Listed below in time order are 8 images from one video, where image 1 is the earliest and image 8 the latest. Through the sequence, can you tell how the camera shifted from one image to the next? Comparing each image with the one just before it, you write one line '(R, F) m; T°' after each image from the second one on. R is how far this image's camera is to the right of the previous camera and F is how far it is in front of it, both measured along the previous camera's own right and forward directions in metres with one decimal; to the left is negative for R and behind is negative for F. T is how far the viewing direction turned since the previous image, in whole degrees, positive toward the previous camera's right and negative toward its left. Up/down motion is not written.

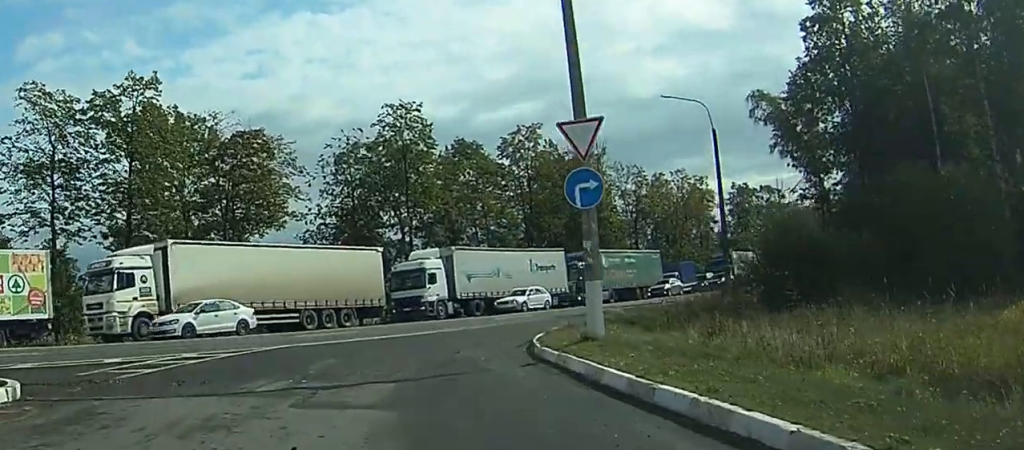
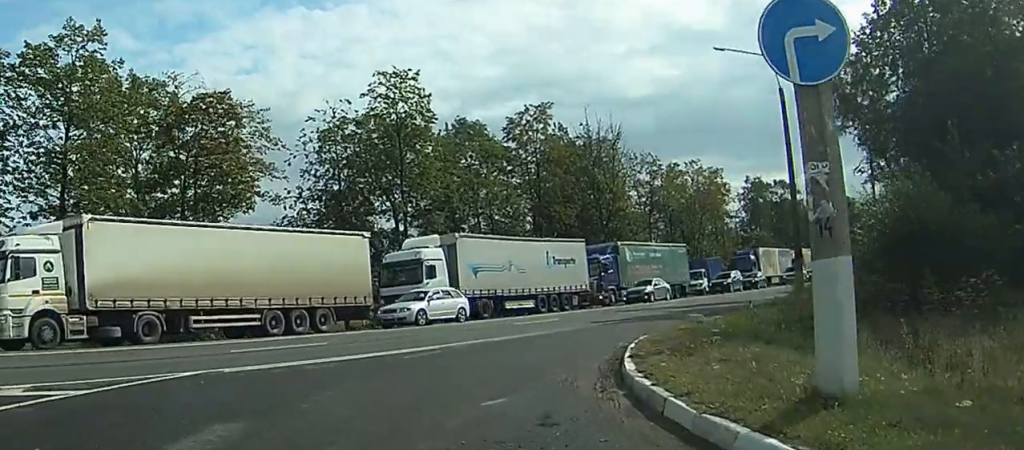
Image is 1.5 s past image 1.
(+0.4, +12.3) m; +2°
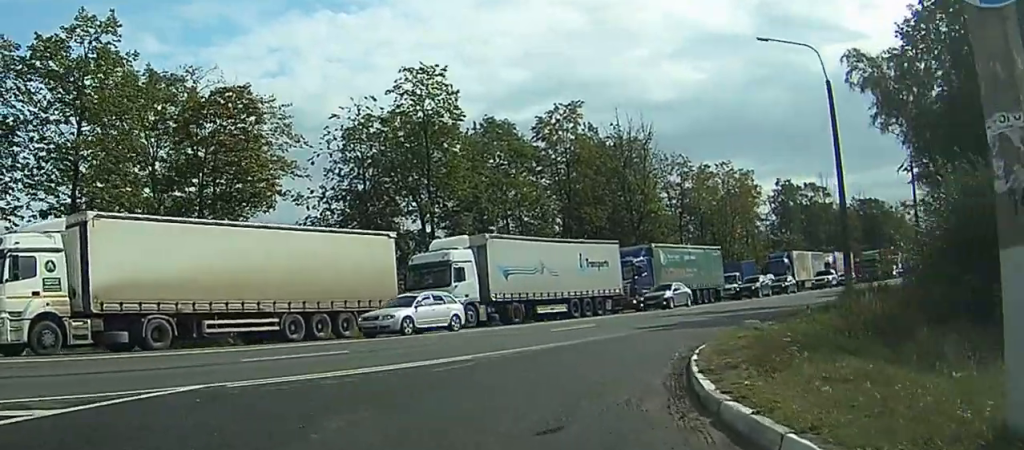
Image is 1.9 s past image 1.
(0.0, +2.7) m; 0°
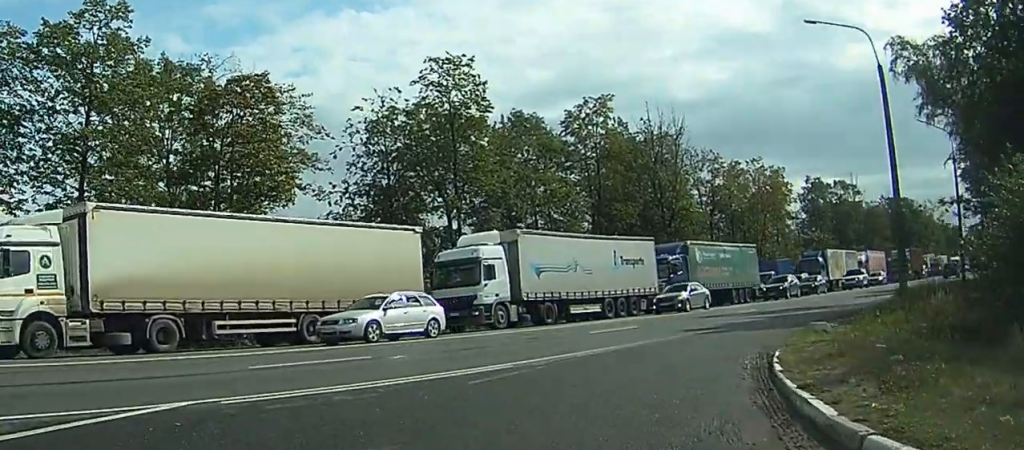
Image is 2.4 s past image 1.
(0.0, +2.9) m; 0°
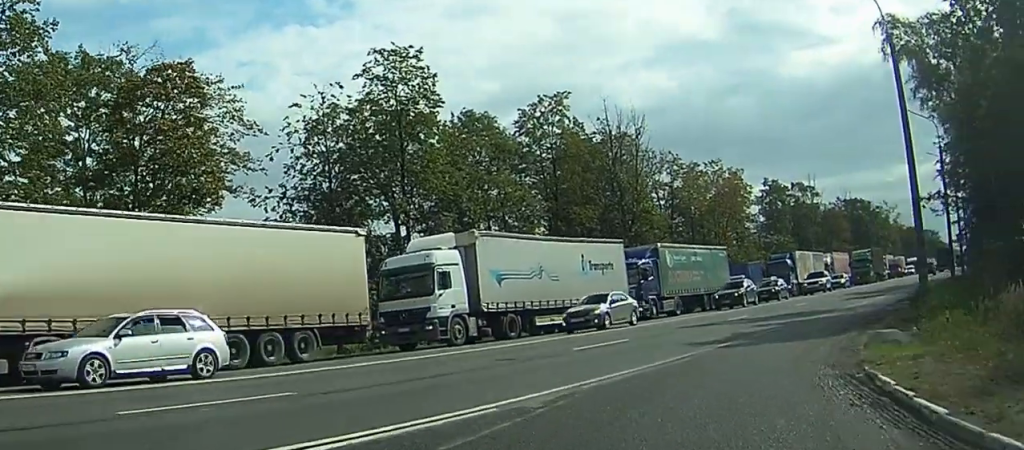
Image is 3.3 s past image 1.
(0.0, +5.4) m; +3°
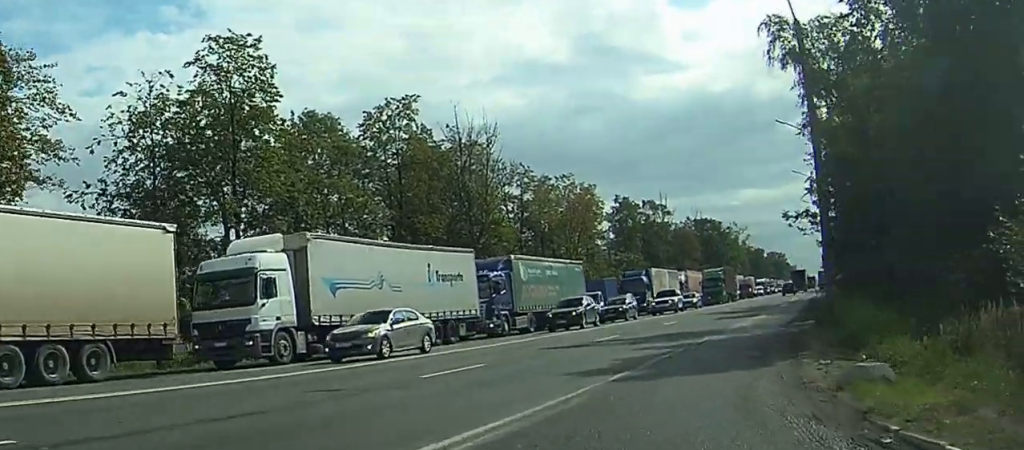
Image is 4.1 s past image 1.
(+0.1, +4.1) m; +10°
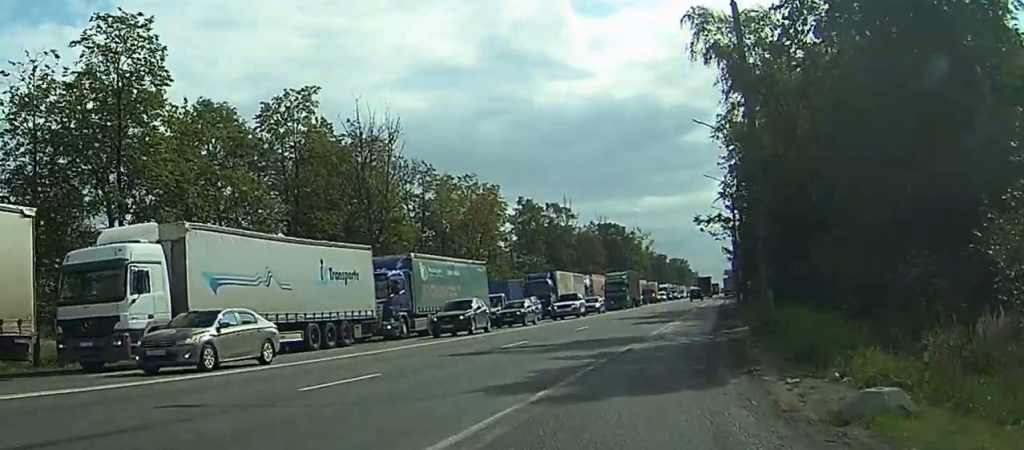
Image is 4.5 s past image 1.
(-0.2, +2.3) m; +8°
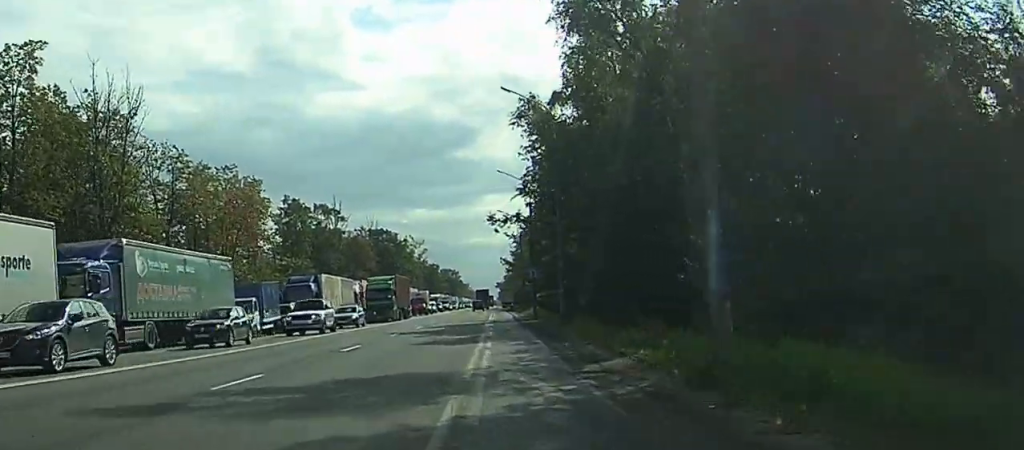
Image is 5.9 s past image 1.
(+1.5, +8.4) m; +3°
